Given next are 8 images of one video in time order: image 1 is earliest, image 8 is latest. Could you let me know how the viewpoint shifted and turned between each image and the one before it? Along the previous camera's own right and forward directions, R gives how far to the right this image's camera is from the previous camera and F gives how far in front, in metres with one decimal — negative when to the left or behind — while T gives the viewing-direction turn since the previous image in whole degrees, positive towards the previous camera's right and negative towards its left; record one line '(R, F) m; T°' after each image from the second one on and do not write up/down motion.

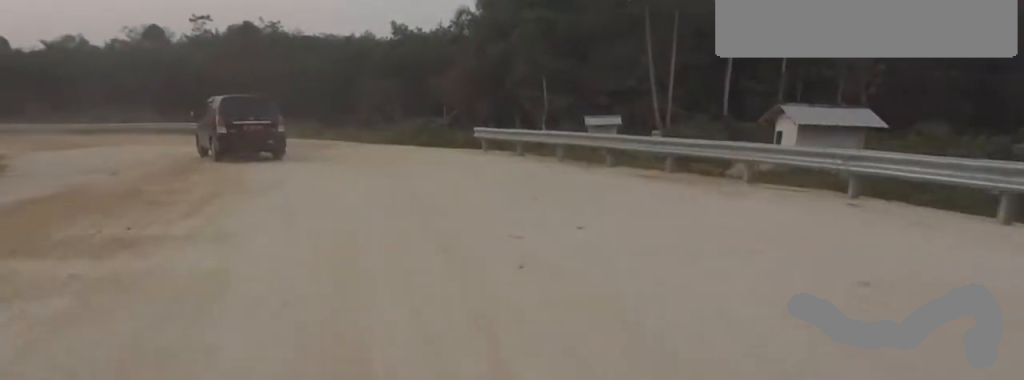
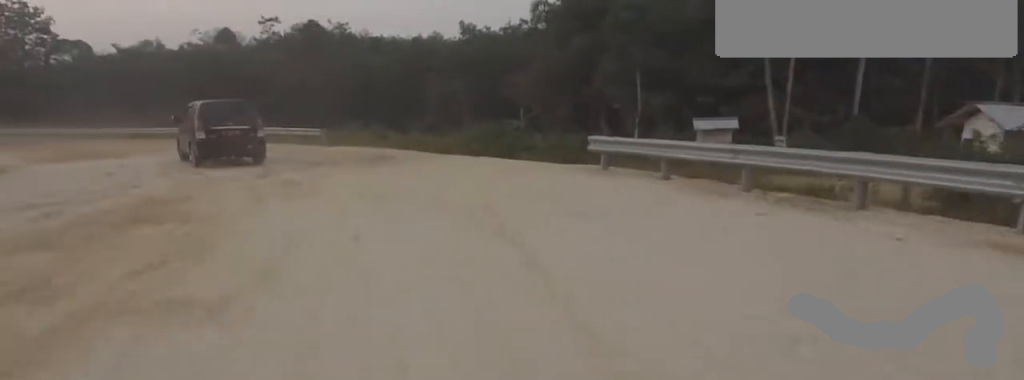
(-0.1, +6.4) m; -8°
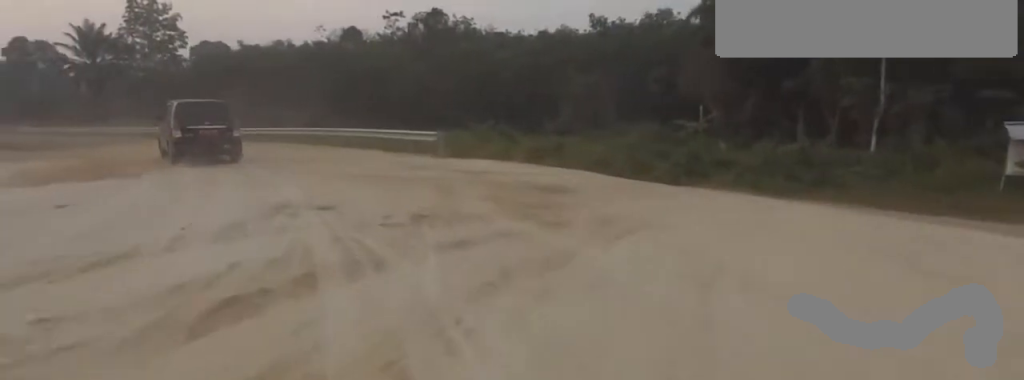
(-1.8, +9.8) m; -21°
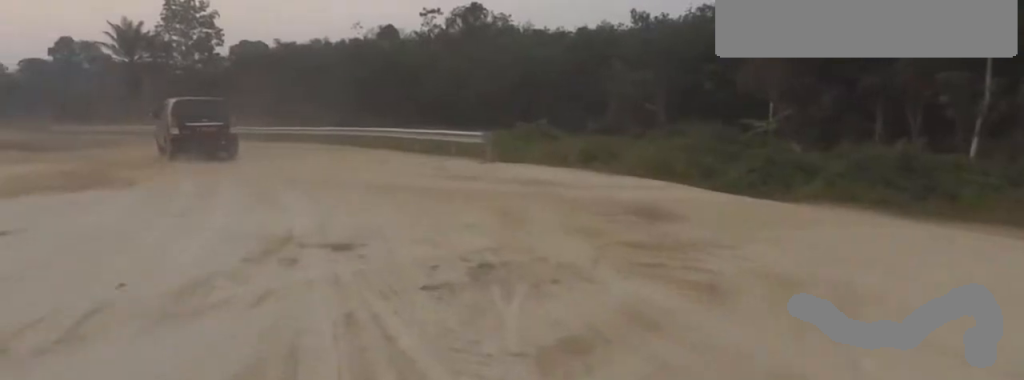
(-0.3, +2.8) m; -1°
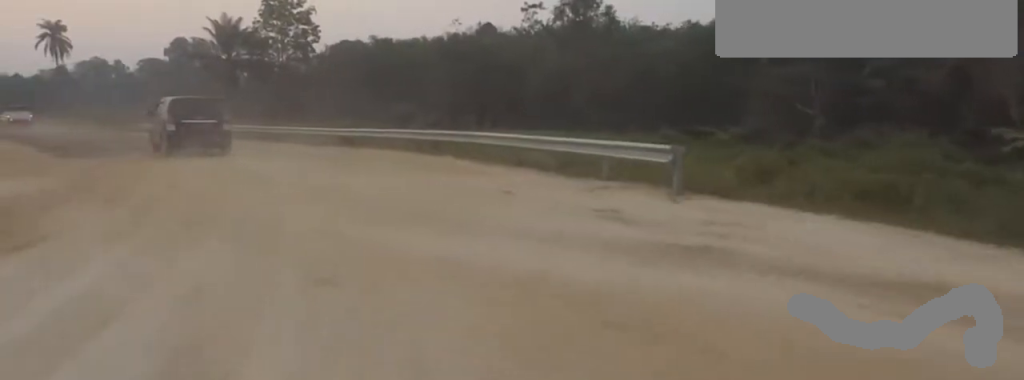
(+0.1, +6.8) m; -6°
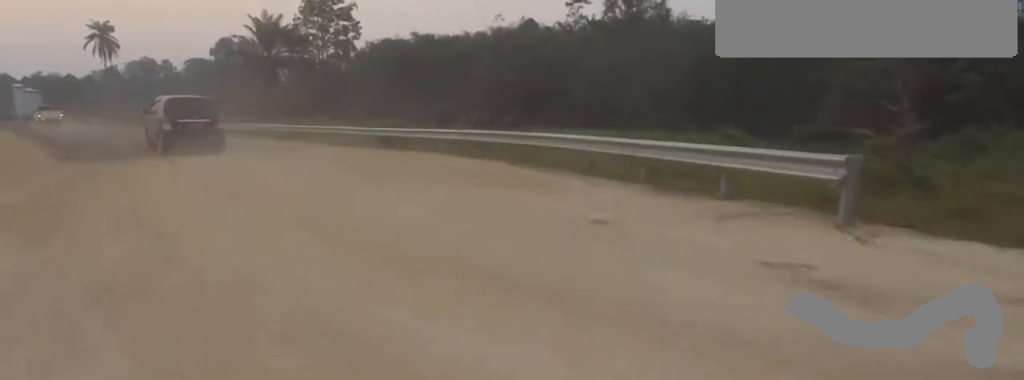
(-0.4, +2.7) m; -4°
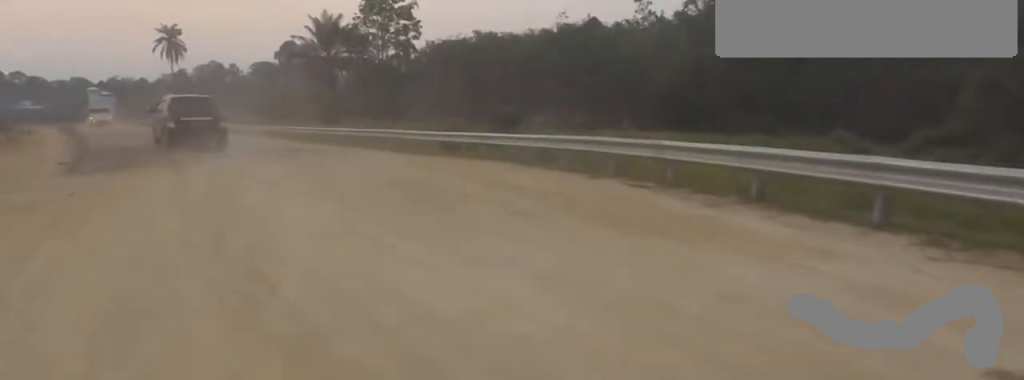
(-0.5, +3.7) m; -5°
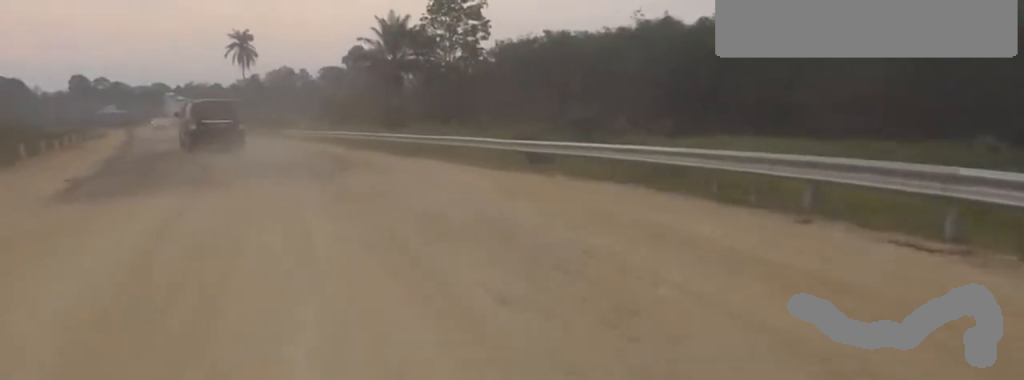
(+0.6, +3.9) m; -4°
